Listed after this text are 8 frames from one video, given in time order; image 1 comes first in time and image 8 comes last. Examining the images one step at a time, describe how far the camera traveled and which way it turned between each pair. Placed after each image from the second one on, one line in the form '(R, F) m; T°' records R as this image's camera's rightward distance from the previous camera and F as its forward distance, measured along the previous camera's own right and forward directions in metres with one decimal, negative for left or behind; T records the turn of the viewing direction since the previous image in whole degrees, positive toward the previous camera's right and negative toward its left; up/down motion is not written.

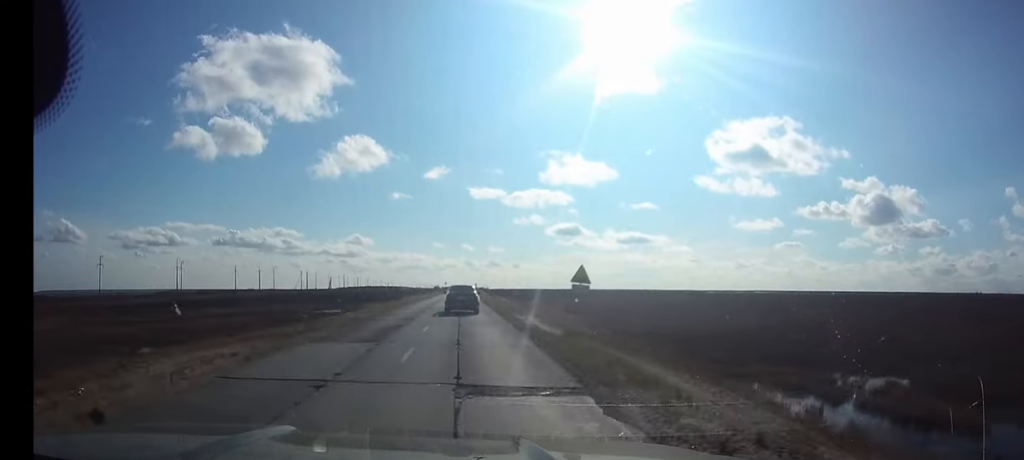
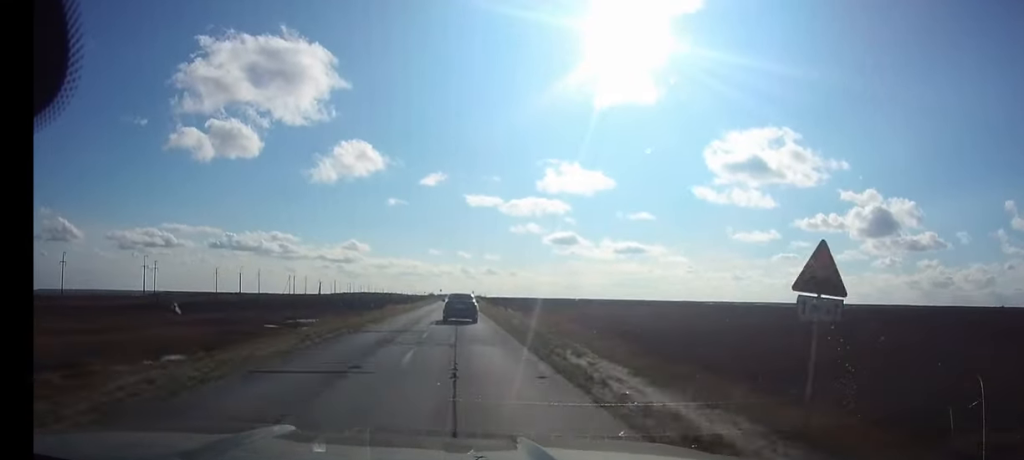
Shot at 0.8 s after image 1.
(0.0, +16.5) m; 0°
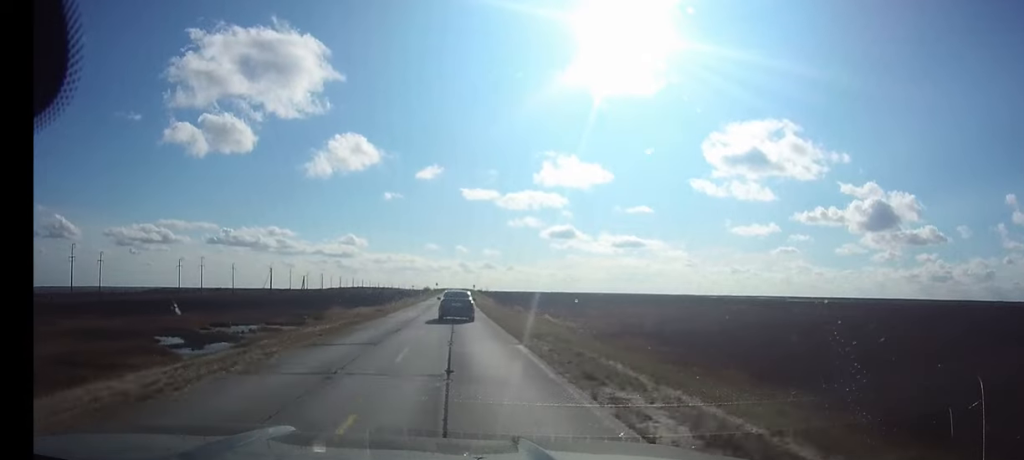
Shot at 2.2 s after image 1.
(0.0, +29.7) m; 0°
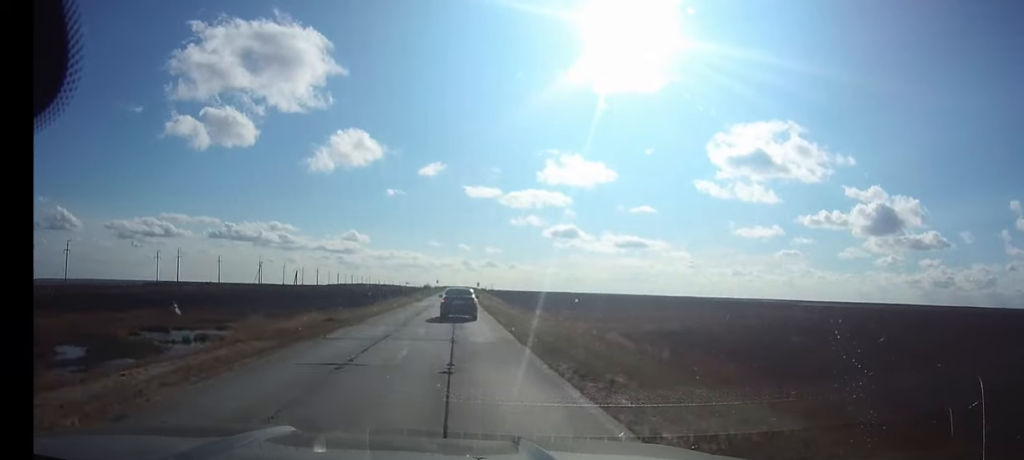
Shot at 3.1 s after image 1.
(0.0, +16.2) m; 0°
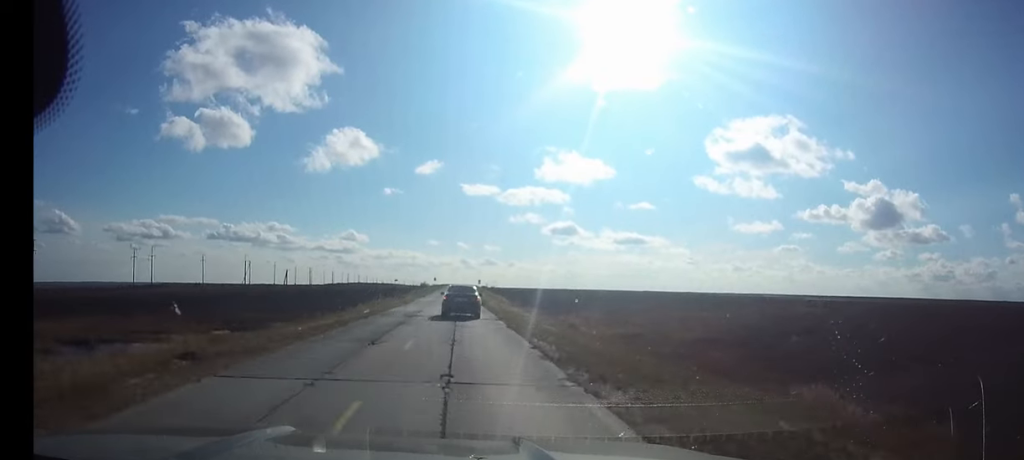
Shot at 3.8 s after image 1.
(0.0, +13.4) m; 0°
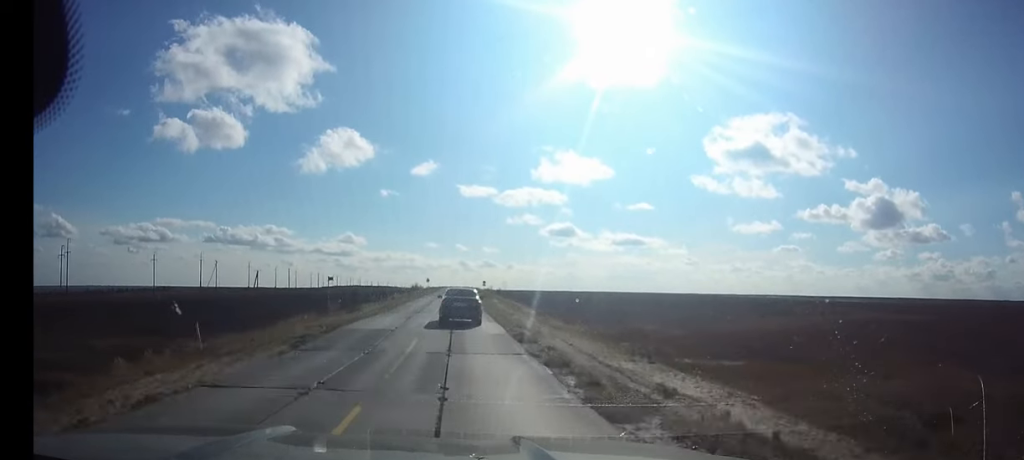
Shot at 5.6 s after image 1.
(-0.1, +35.1) m; 0°
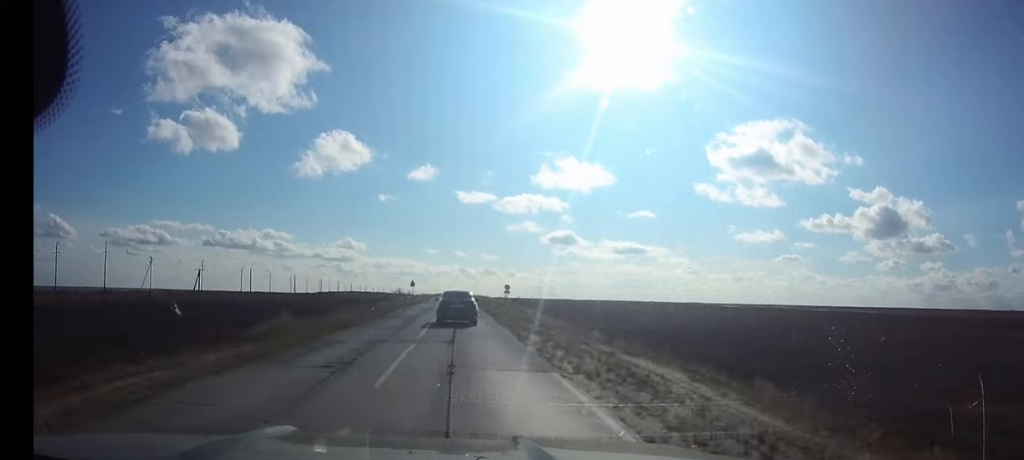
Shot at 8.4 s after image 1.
(-0.1, +50.7) m; 0°
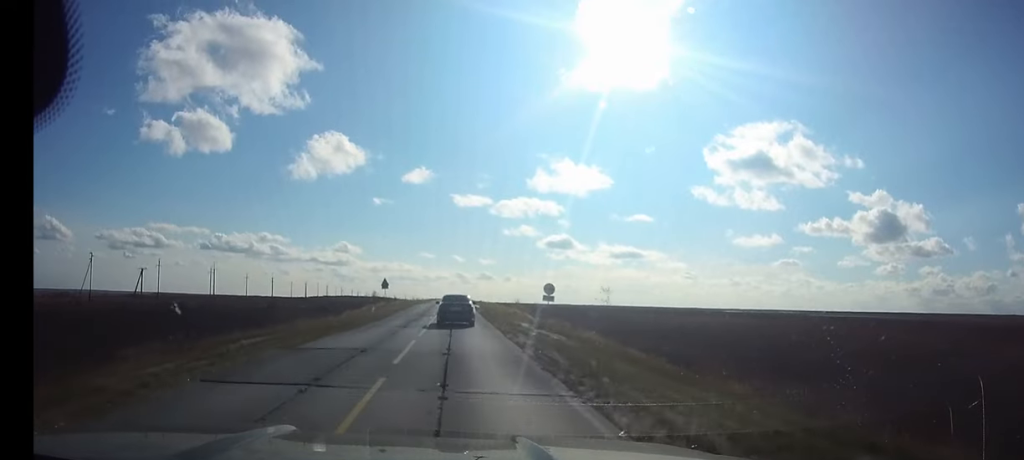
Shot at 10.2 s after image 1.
(+0.1, +32.1) m; 0°
